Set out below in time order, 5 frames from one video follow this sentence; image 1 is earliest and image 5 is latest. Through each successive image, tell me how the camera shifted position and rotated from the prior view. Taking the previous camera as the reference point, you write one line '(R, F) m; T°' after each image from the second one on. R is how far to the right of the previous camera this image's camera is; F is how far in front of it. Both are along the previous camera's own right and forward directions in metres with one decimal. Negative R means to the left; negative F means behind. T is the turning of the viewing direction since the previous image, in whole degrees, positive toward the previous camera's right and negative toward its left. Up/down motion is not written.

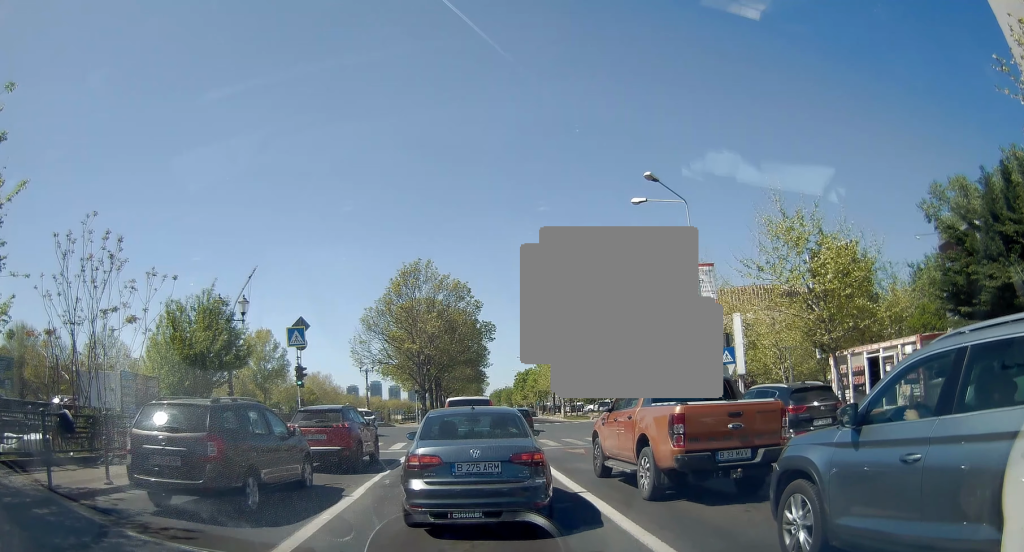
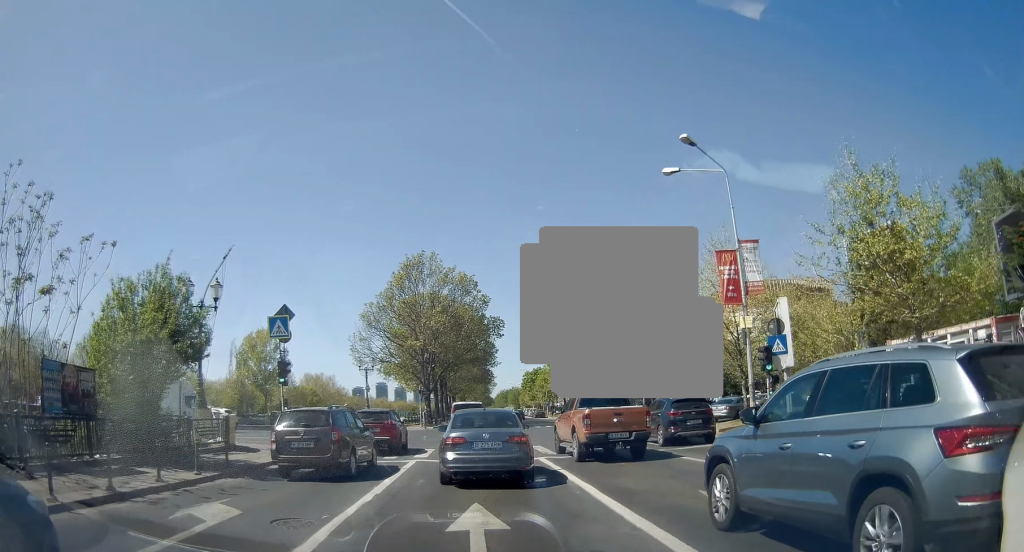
(0.0, +1.3) m; -1°
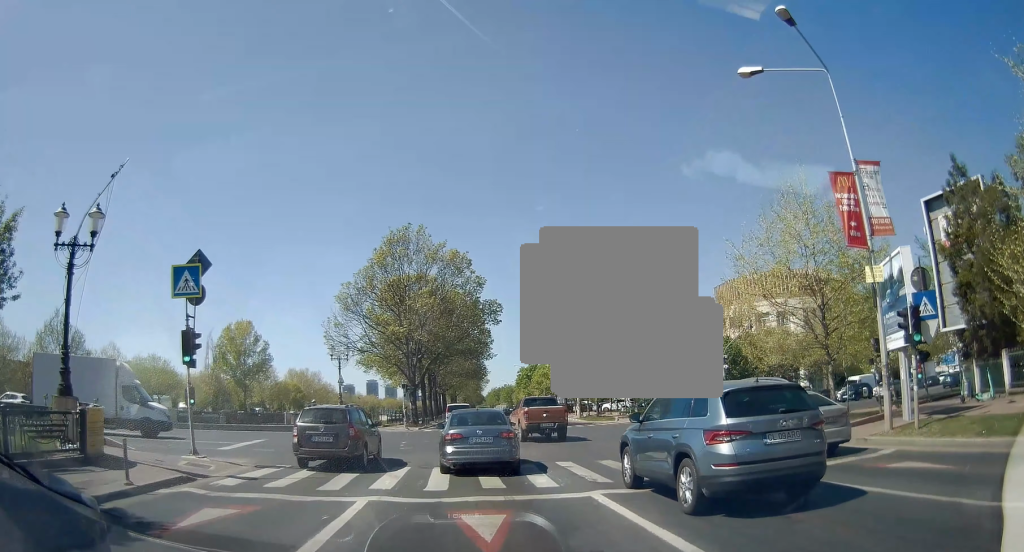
(-0.2, +5.6) m; +1°
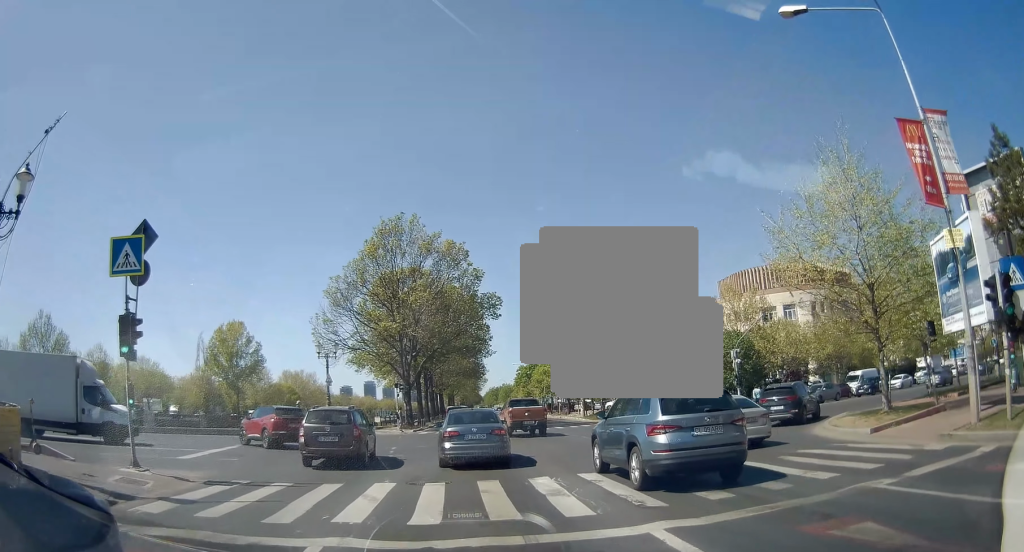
(+0.2, +3.0) m; +2°
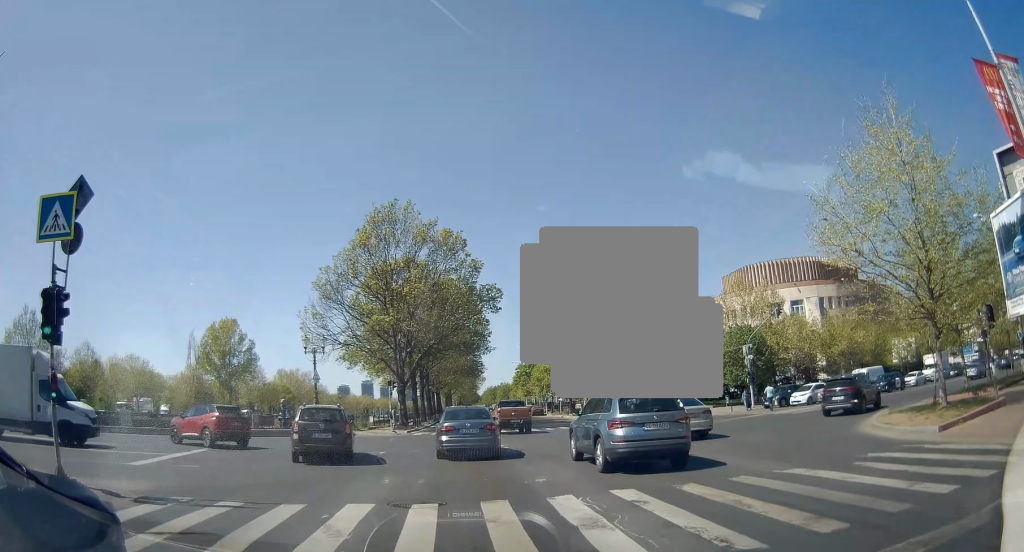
(0.0, +2.8) m; -1°
